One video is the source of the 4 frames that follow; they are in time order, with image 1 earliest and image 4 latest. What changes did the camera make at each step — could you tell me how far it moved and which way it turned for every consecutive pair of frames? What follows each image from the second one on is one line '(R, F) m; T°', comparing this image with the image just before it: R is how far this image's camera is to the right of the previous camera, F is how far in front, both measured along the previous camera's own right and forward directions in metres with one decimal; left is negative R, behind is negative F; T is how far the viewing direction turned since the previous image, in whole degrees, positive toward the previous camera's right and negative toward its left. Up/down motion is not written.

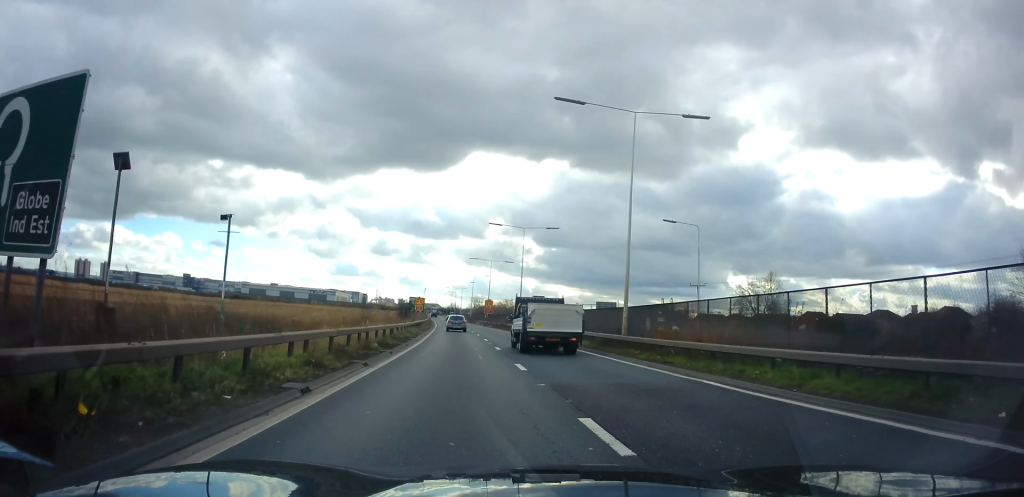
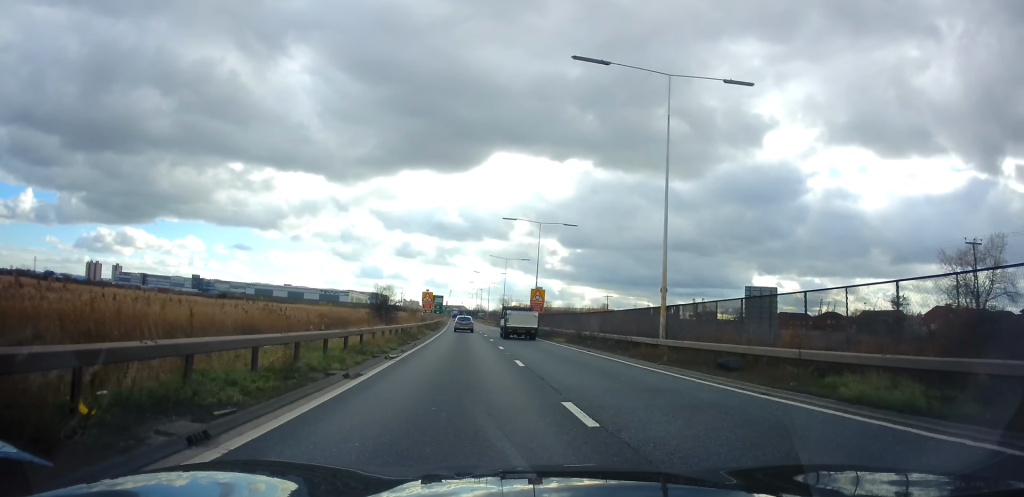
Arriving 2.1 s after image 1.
(-0.9, +43.3) m; -2°
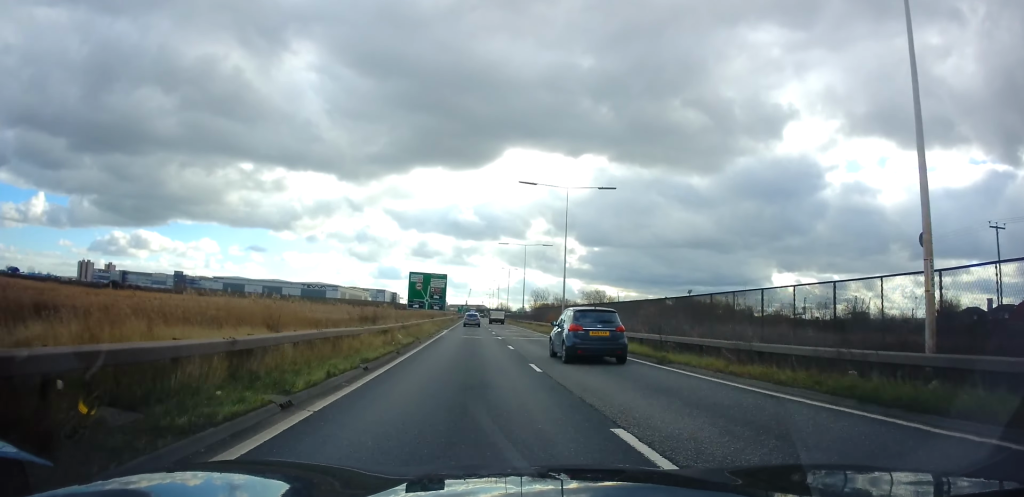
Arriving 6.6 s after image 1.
(-2.7, +92.0) m; -2°
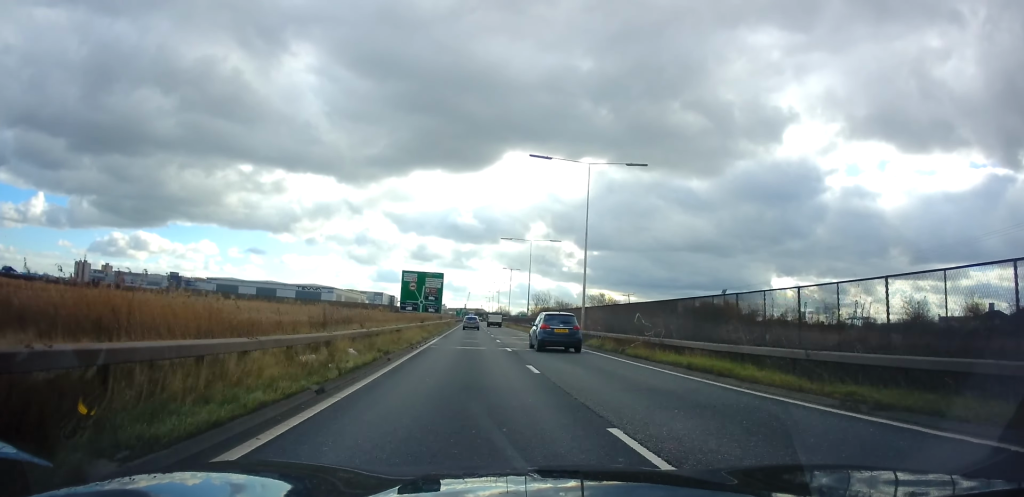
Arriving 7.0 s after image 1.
(-0.2, +8.7) m; 0°
